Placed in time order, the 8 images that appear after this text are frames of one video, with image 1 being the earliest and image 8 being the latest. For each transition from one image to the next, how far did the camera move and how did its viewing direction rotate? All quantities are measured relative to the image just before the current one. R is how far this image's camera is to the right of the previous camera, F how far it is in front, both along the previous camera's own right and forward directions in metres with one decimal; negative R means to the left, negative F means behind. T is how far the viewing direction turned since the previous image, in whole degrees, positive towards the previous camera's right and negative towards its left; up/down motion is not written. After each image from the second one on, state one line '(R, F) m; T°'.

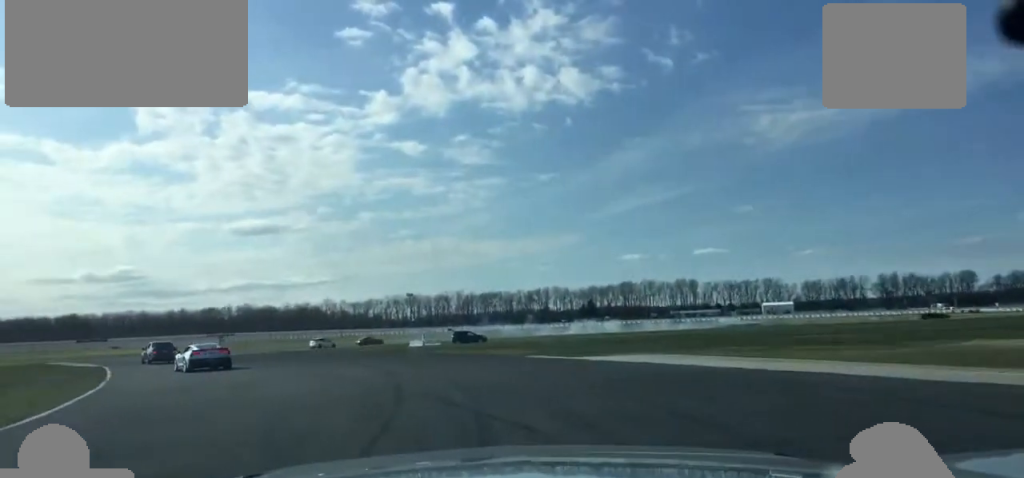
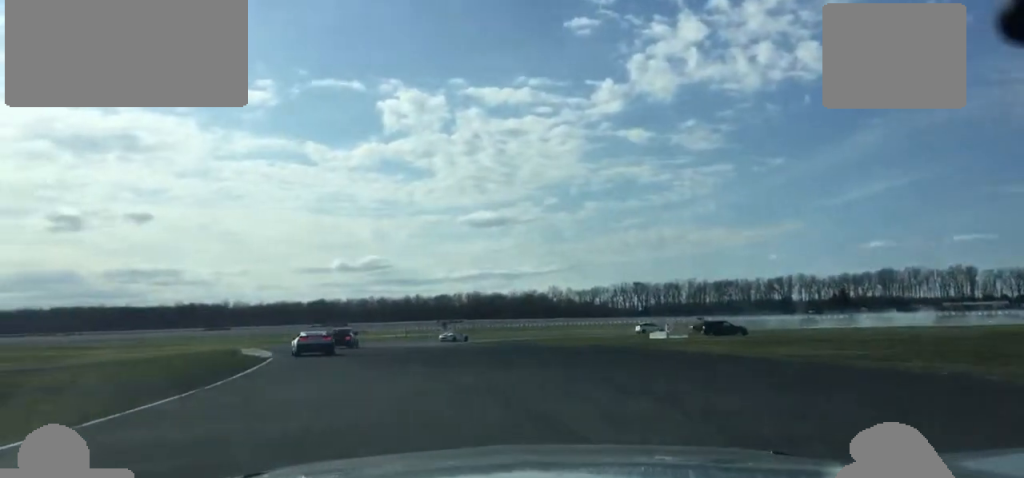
(-2.7, +17.8) m; -13°
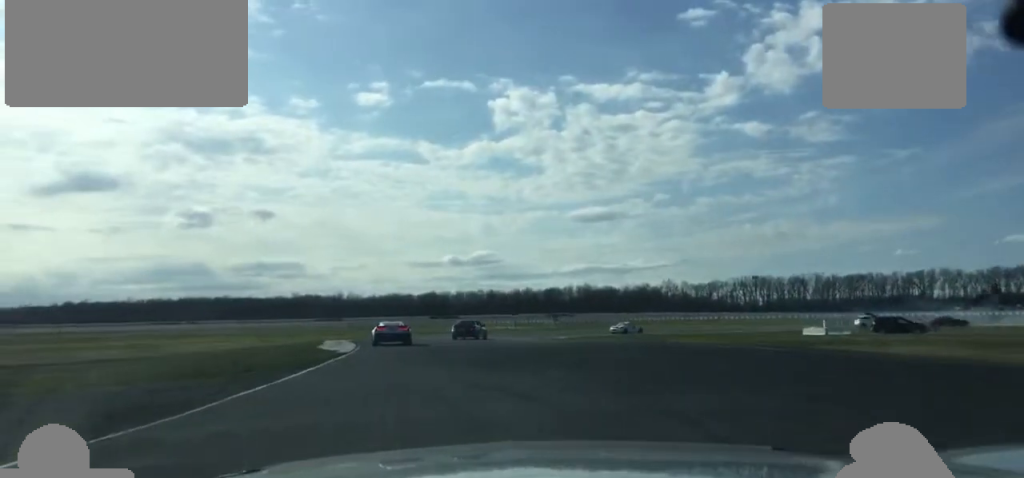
(-0.7, +10.9) m; -5°
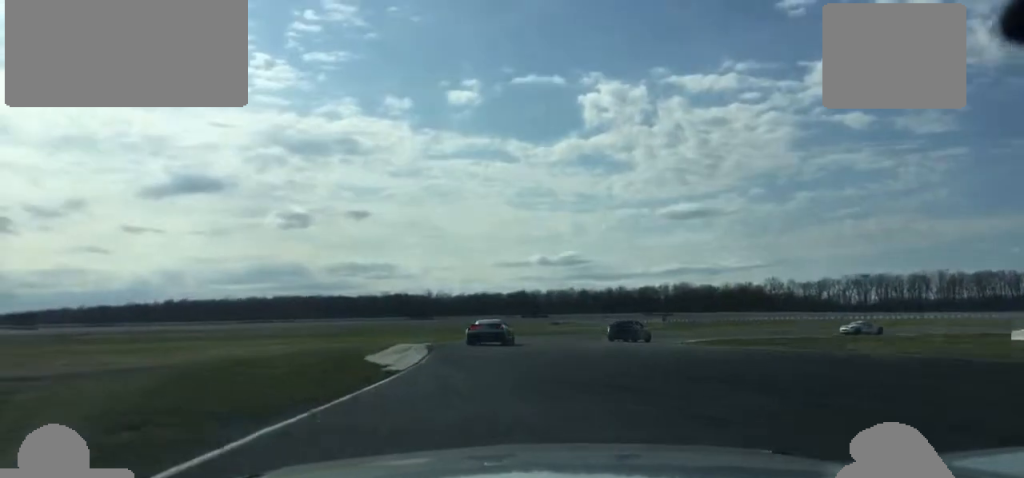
(-1.2, +13.2) m; -3°
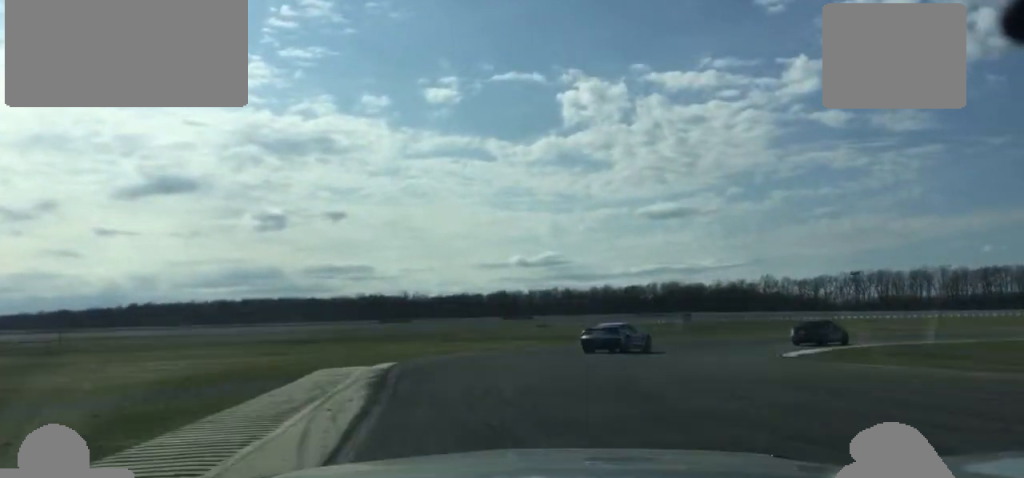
(+0.3, +19.5) m; +4°
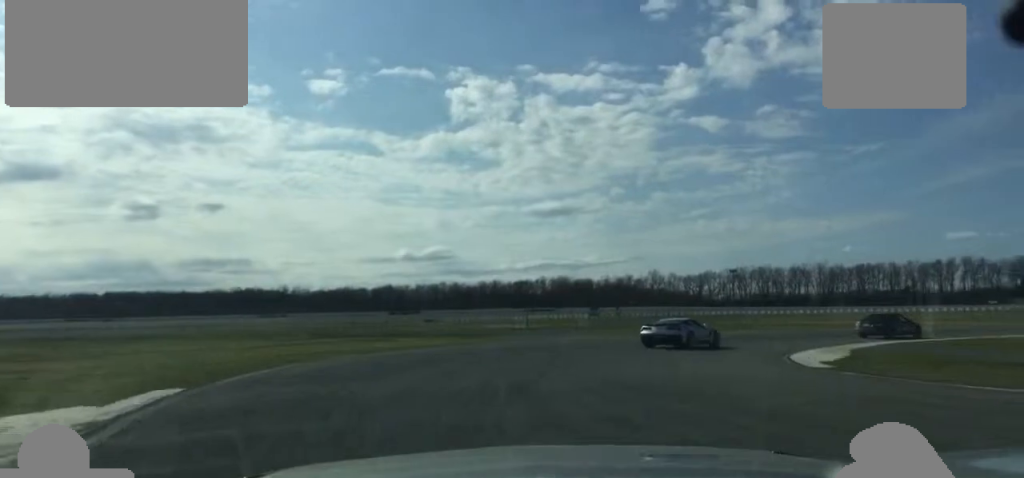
(+0.6, +12.5) m; +8°
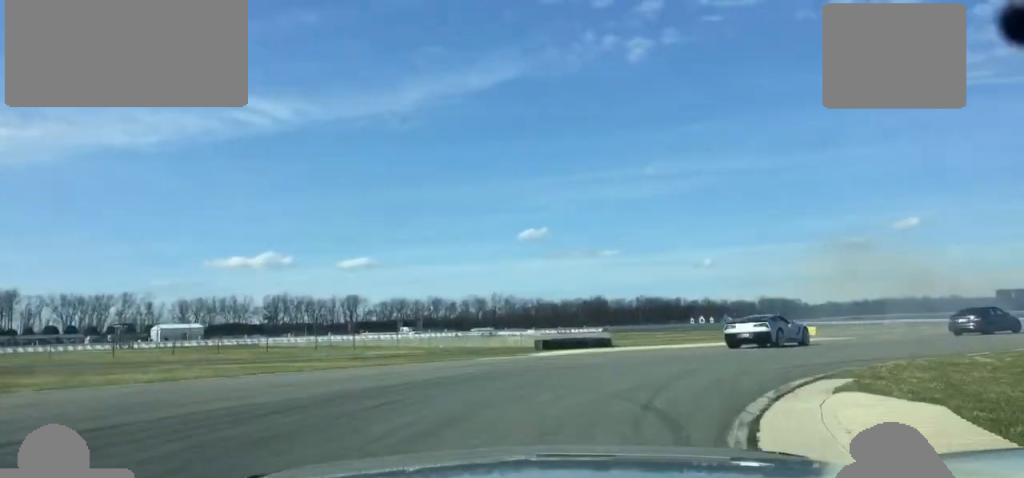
(+31.1, +48.5) m; +71°
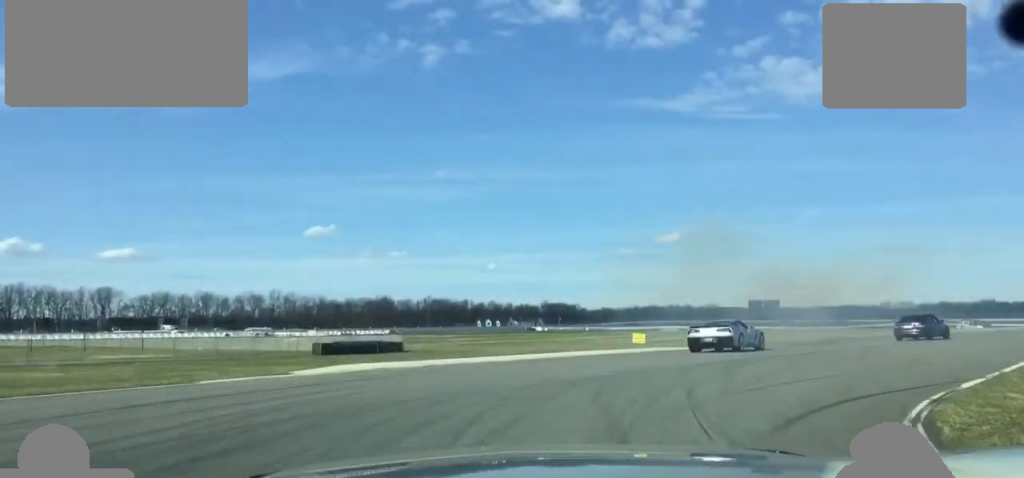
(+0.2, +10.7) m; +13°
